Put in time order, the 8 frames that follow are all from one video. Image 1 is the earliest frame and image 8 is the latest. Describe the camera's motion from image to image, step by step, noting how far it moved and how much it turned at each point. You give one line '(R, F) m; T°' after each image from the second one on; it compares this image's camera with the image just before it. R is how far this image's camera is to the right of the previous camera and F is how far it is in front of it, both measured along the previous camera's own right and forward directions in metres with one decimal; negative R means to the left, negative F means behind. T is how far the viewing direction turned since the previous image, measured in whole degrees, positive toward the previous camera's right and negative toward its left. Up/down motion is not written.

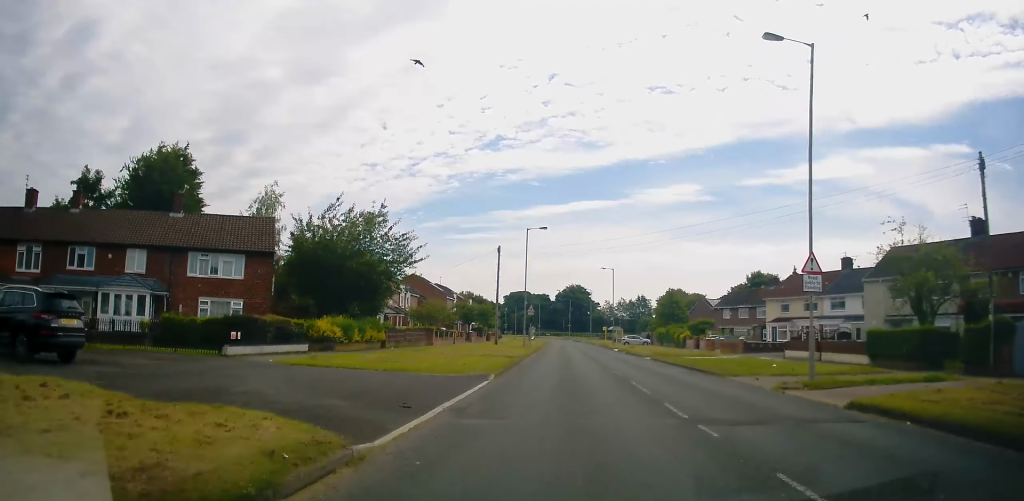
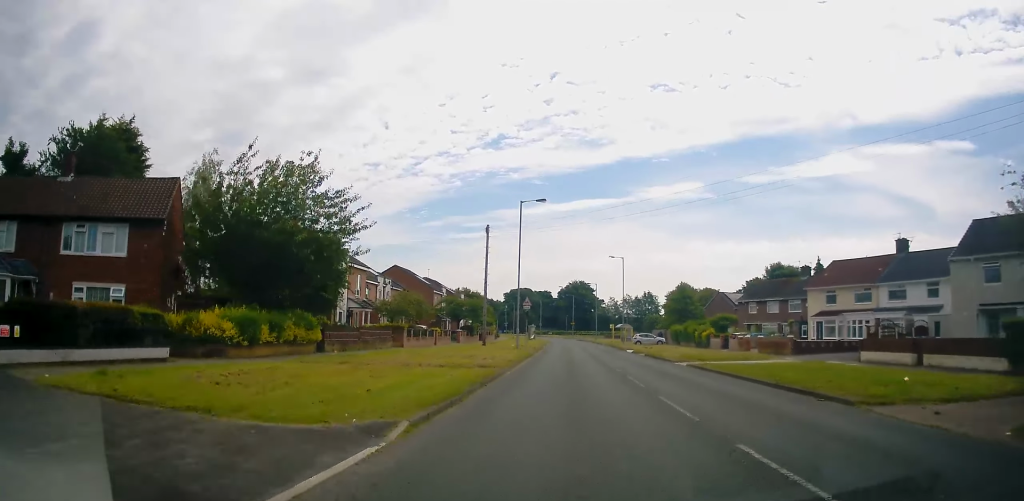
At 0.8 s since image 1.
(0.0, +10.0) m; 0°
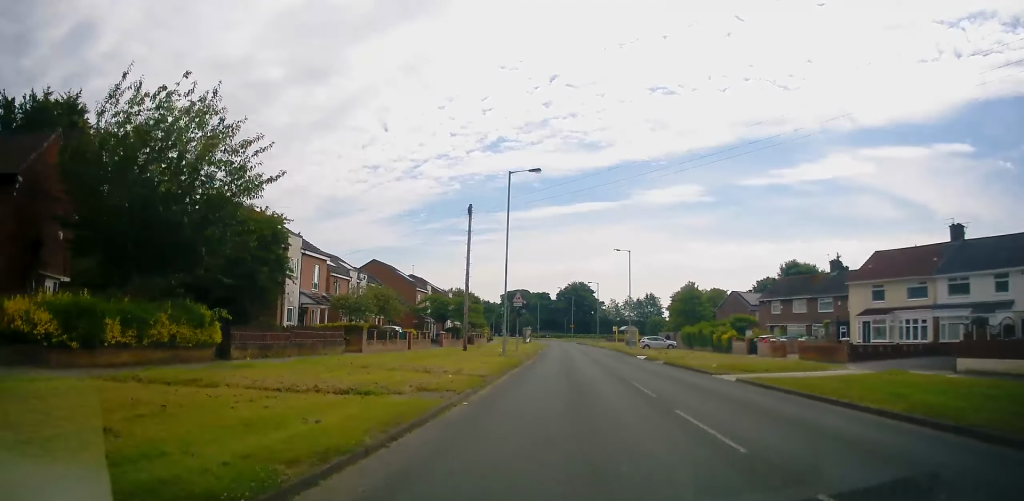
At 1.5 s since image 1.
(0.0, +8.1) m; 0°
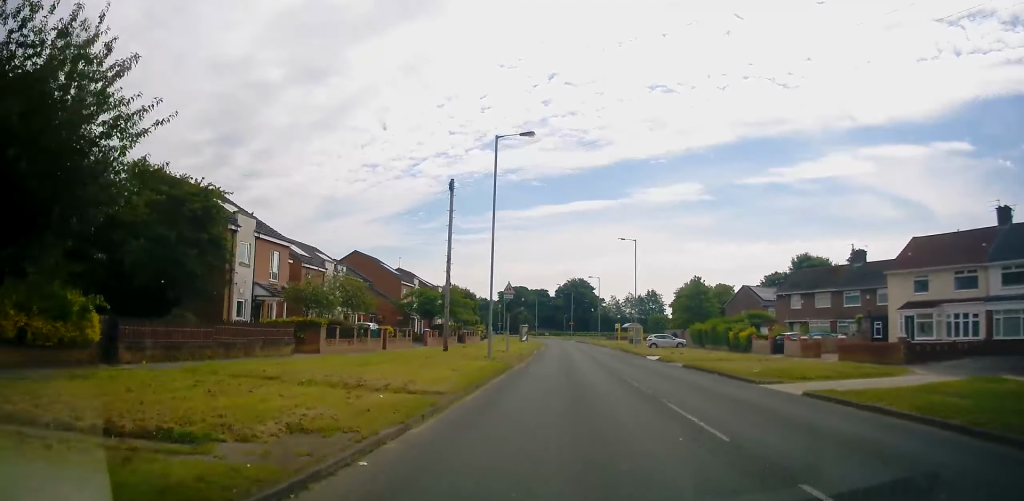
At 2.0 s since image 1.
(0.0, +5.8) m; -1°
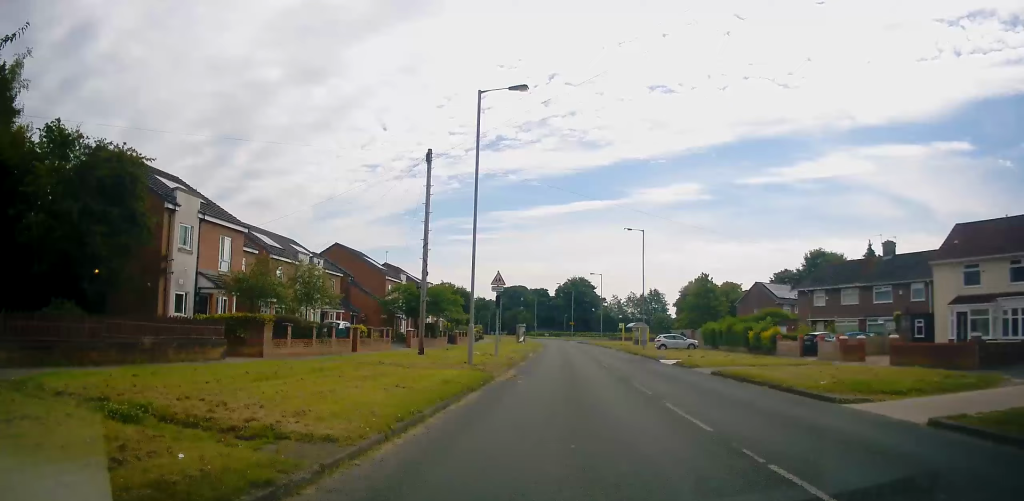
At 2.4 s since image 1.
(+0.1, +5.4) m; -1°
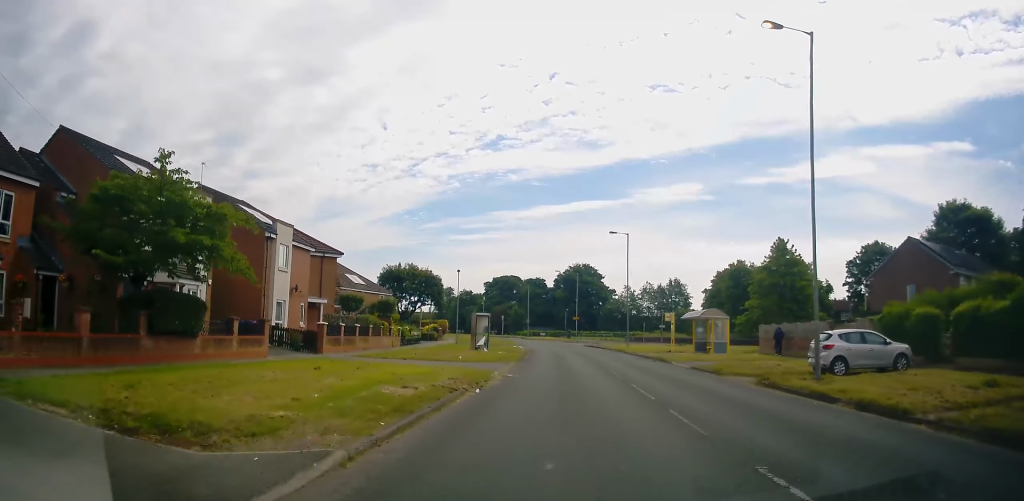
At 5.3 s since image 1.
(+0.5, +35.1) m; +3°
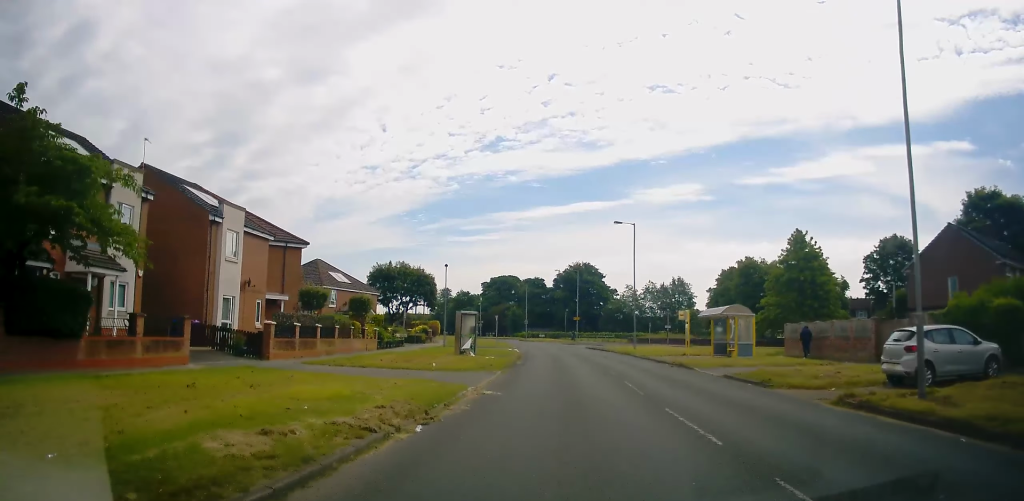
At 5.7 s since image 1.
(0.0, +5.2) m; 0°
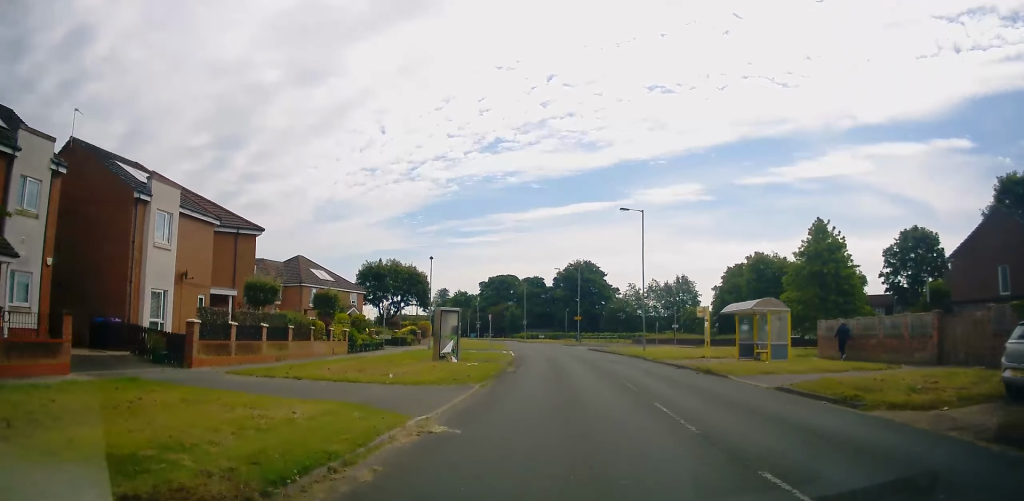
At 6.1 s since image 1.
(0.0, +5.2) m; 0°
